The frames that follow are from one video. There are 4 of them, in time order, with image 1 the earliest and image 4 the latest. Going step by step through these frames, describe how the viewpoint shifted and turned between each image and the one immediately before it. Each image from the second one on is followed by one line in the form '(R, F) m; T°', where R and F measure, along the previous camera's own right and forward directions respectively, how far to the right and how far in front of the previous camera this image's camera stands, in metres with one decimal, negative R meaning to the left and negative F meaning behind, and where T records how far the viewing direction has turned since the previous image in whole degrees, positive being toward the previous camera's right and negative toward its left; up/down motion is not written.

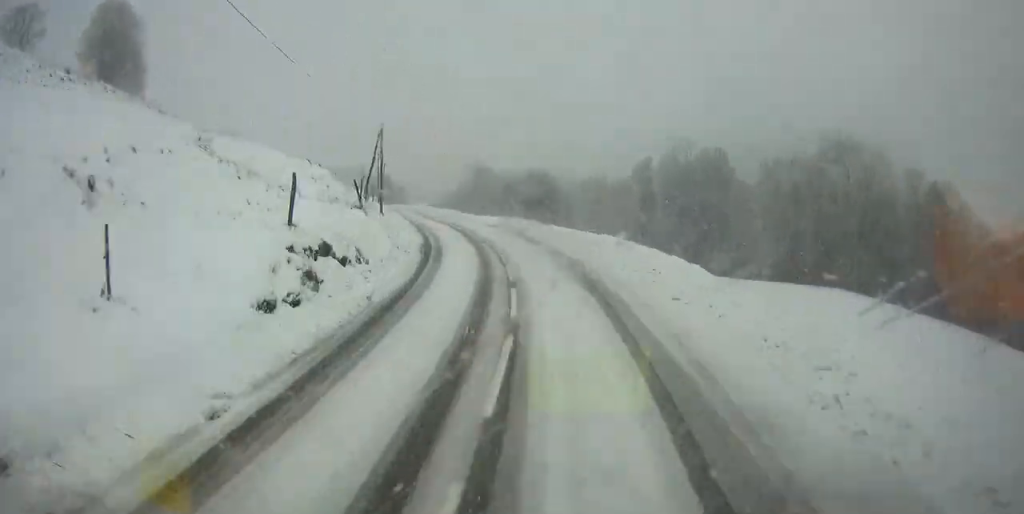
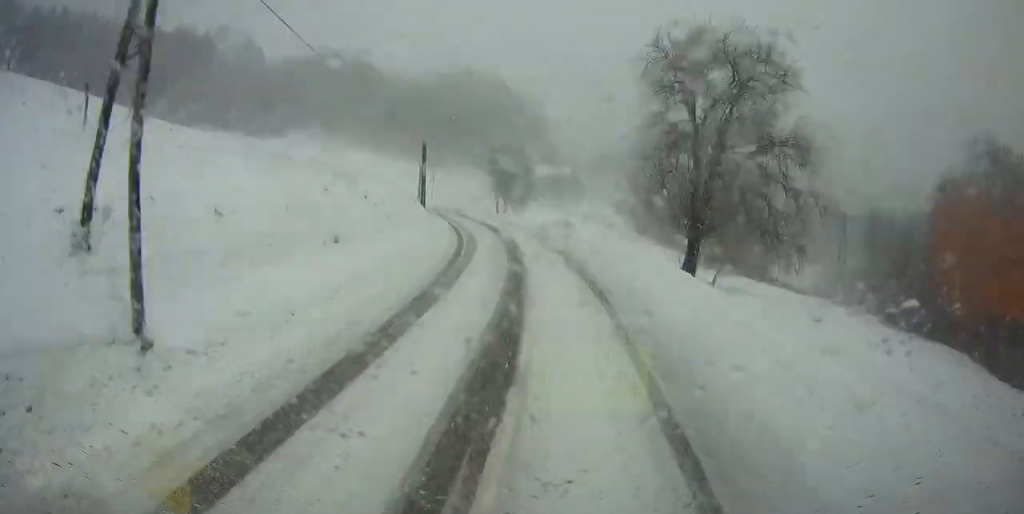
(-32.2, +163.9) m; -21°
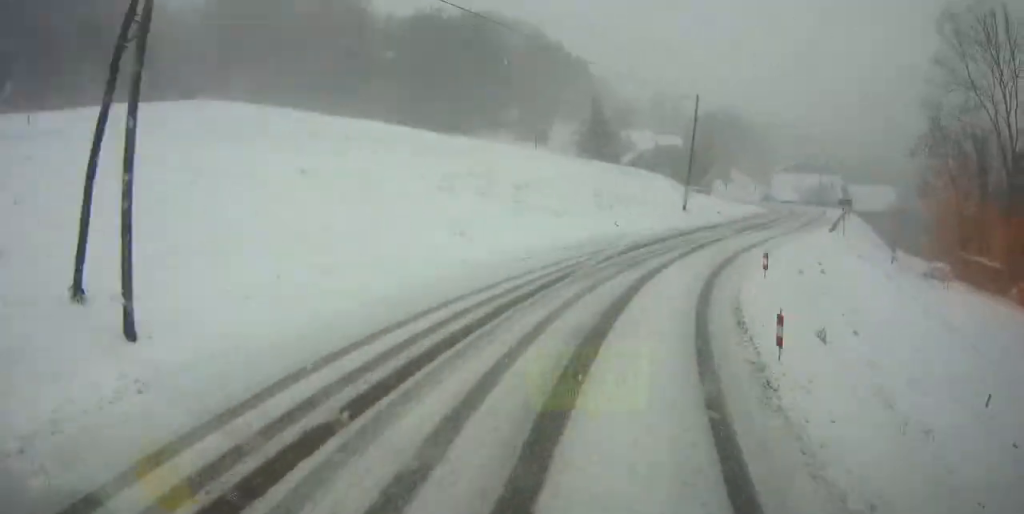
(+2.6, +96.4) m; +10°
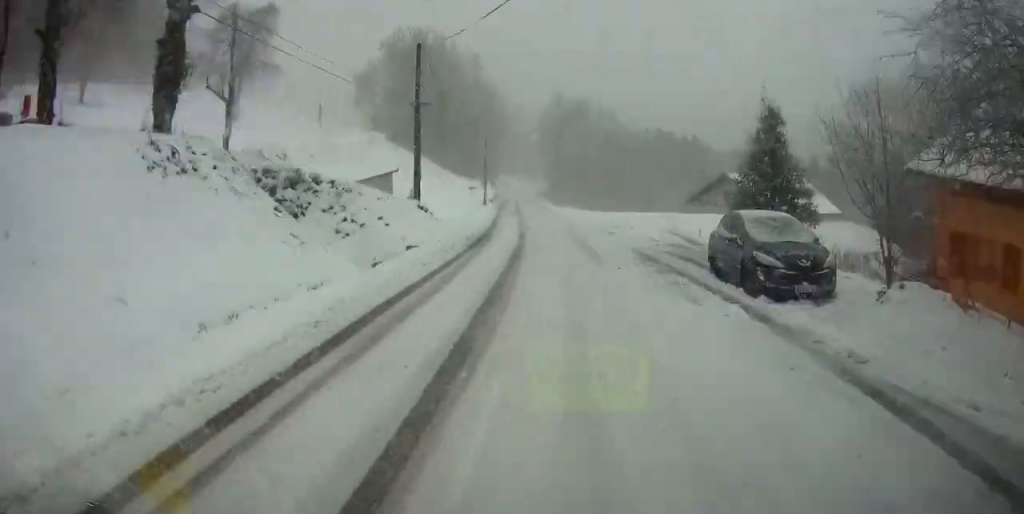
(+21.5, +162.4) m; +10°
